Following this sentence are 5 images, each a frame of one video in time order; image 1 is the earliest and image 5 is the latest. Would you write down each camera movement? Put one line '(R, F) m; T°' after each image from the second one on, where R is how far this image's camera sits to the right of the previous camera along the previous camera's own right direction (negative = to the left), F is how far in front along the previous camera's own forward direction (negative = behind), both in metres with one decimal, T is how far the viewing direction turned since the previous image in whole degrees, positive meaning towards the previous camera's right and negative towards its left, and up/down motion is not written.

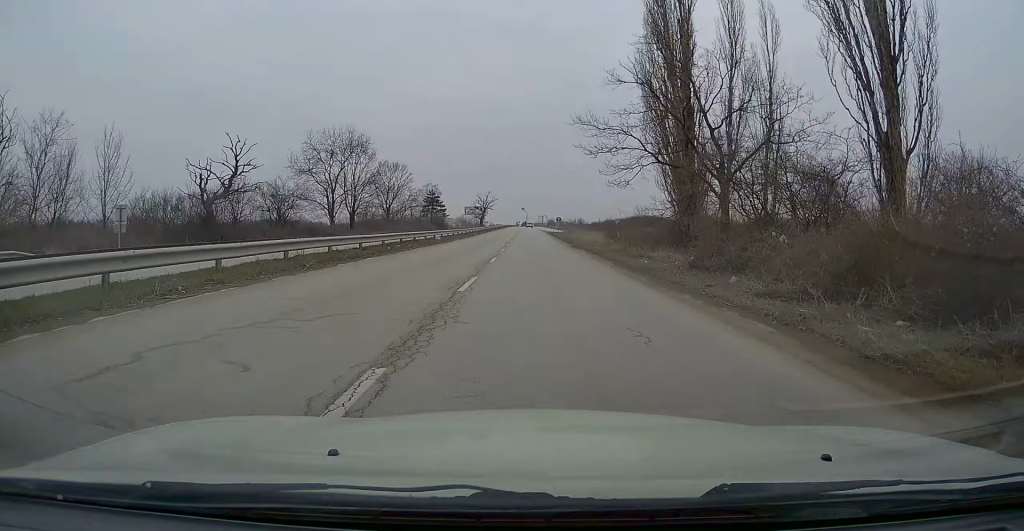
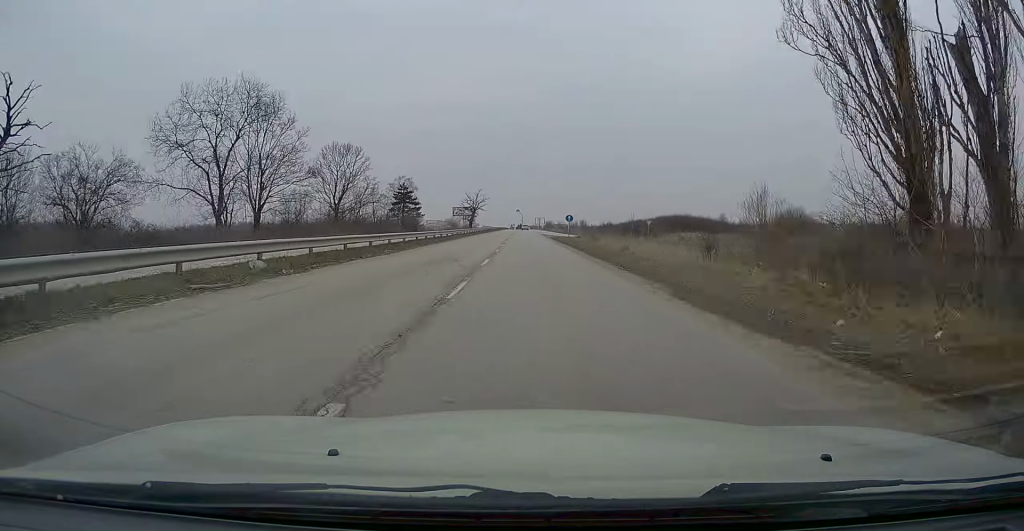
(-0.2, +27.8) m; 0°
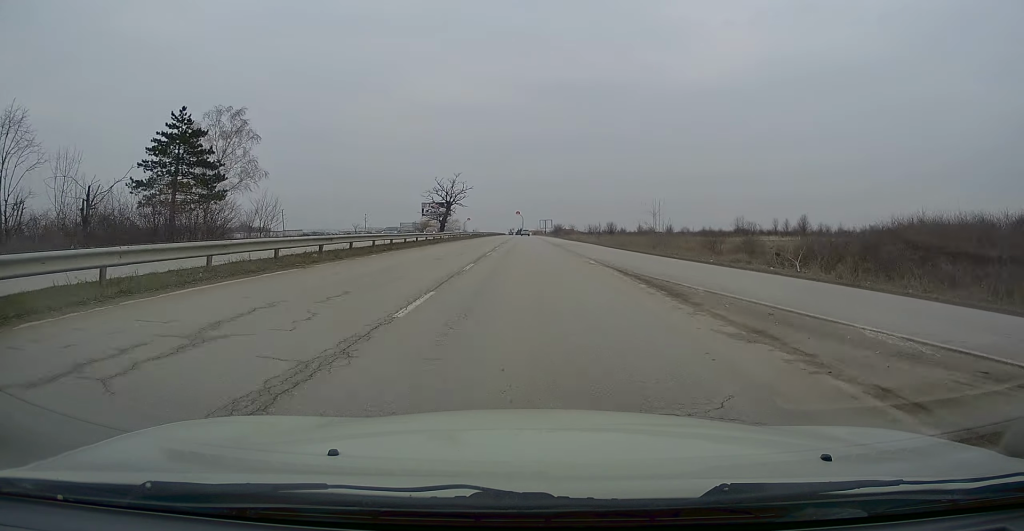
(+1.1, +73.3) m; +1°
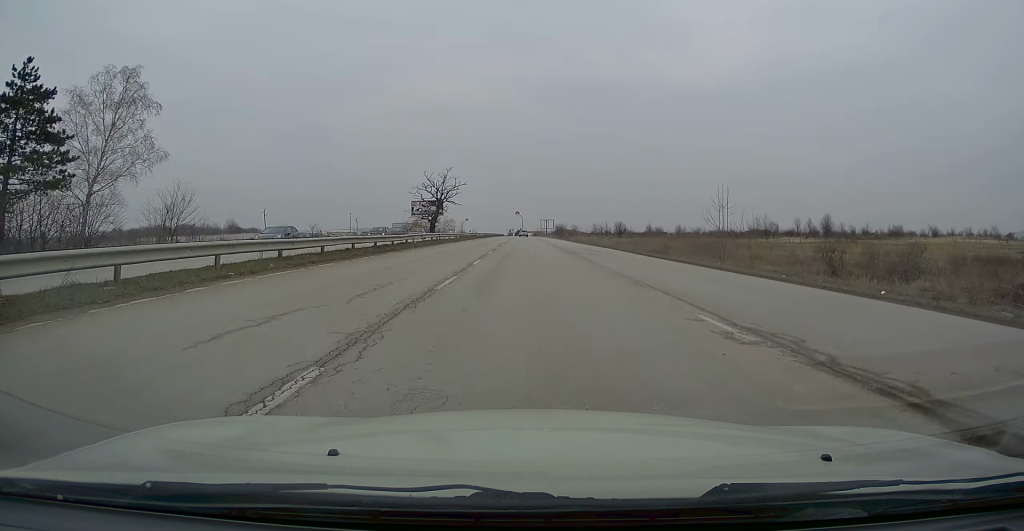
(0.0, +14.5) m; 0°
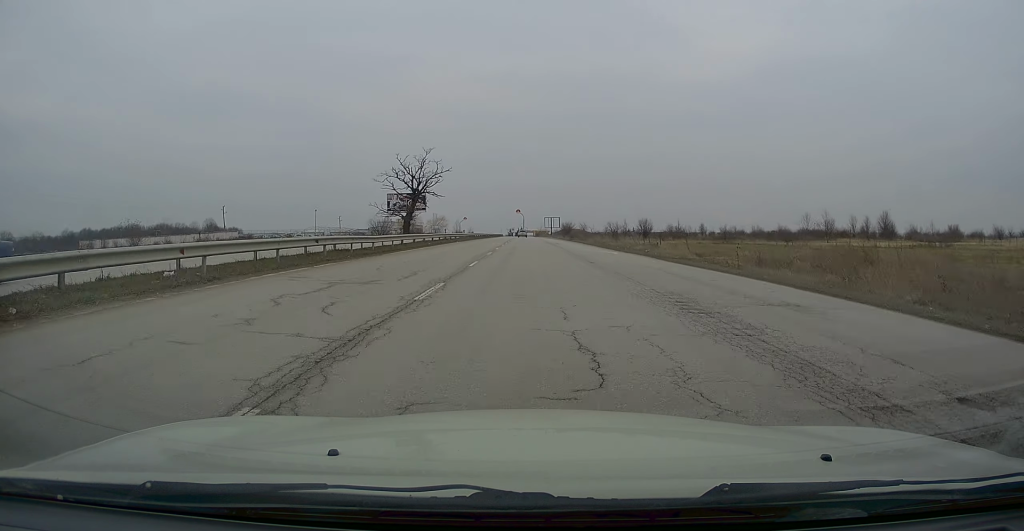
(-0.2, +27.8) m; 0°
